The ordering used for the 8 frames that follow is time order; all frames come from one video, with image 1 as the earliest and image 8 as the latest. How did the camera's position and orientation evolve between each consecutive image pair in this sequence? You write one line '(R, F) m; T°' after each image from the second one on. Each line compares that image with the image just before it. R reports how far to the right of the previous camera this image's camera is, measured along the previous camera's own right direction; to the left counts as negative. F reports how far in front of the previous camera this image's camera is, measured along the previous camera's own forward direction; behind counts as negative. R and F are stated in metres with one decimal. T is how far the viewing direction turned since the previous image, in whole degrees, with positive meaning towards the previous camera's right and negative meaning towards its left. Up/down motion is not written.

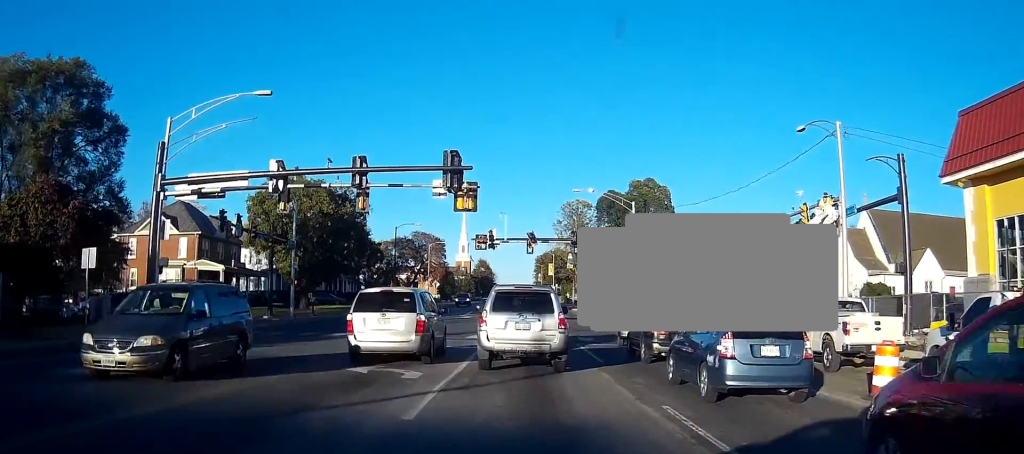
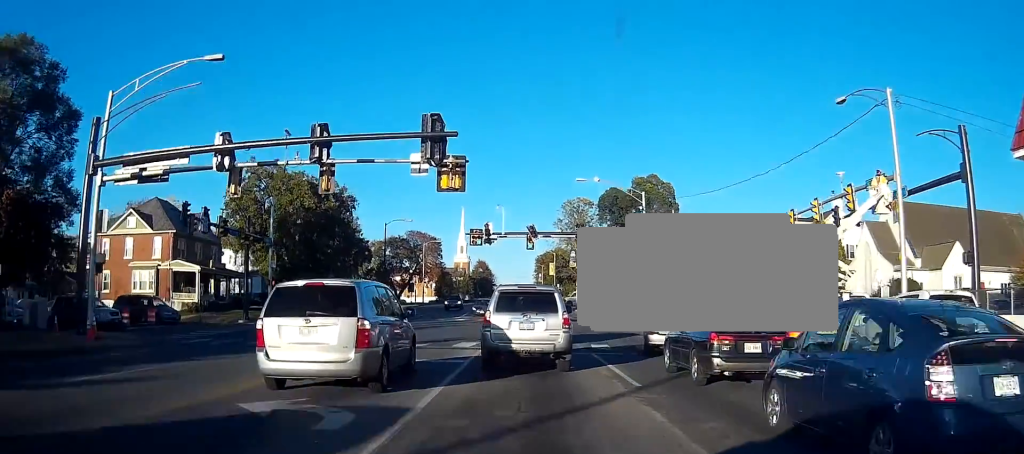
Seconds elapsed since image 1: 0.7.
(+0.1, +5.9) m; 0°
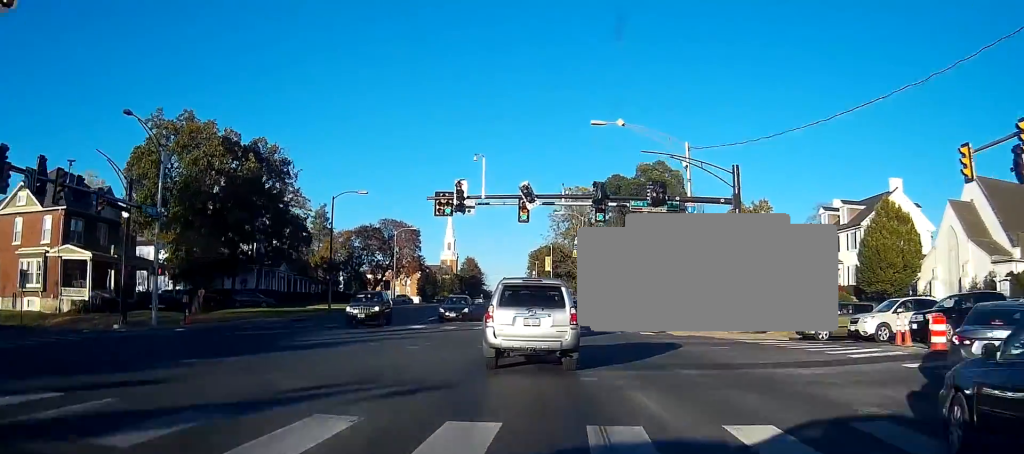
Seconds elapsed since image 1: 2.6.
(-0.1, +18.1) m; +1°
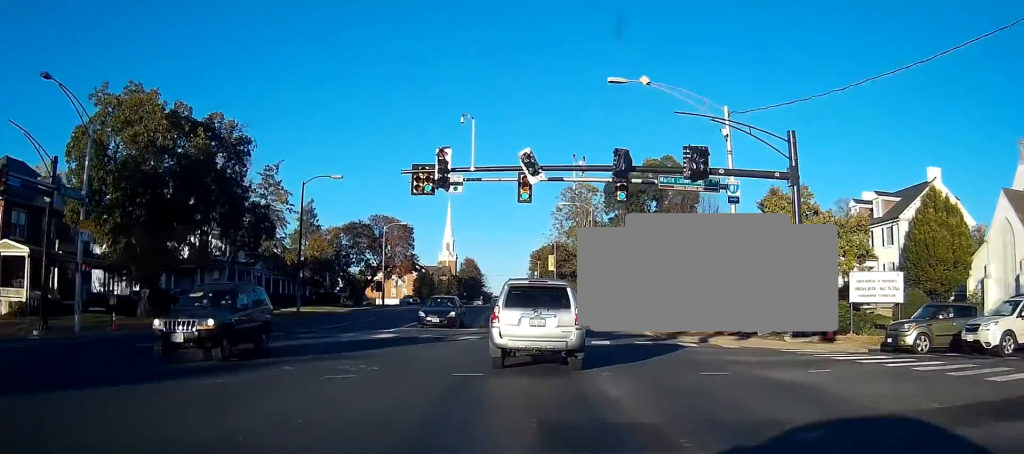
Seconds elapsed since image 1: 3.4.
(+0.1, +8.3) m; 0°
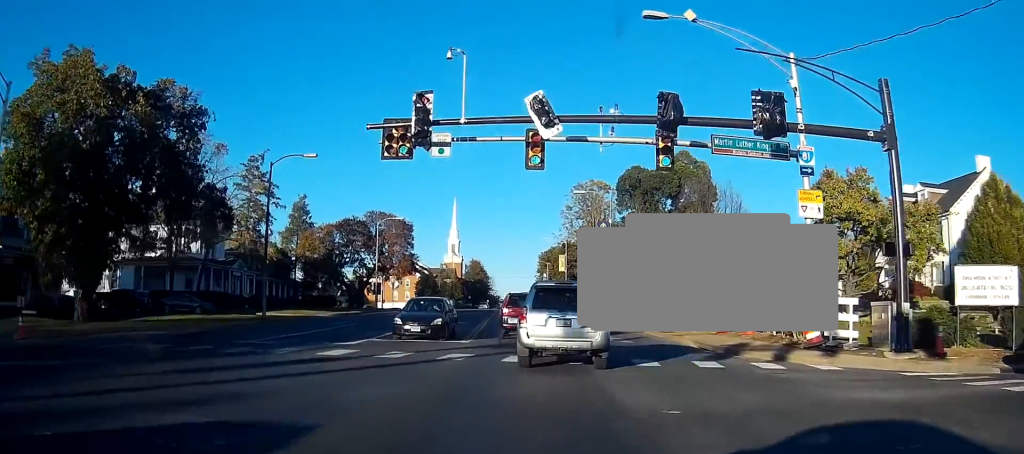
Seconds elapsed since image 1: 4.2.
(-0.1, +7.9) m; -1°
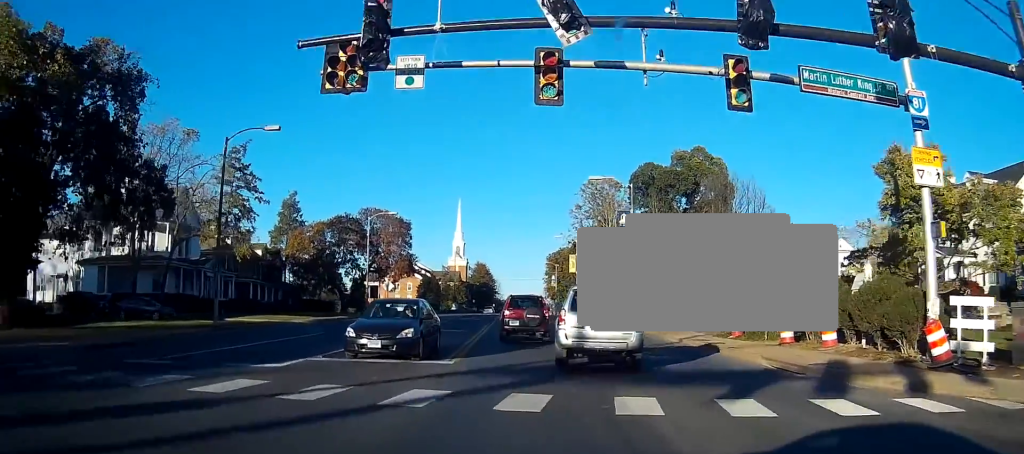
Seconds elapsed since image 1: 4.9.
(-0.1, +7.7) m; -1°
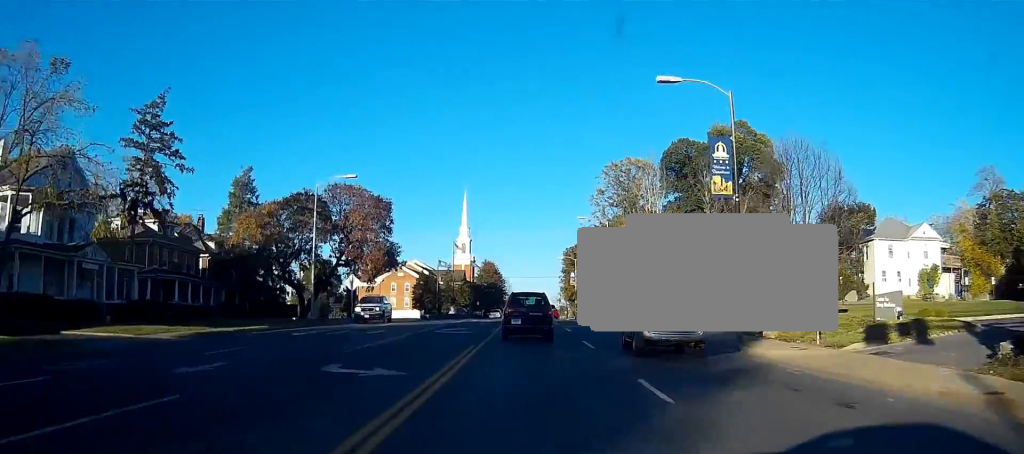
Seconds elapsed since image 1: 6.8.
(-0.4, +21.0) m; -1°
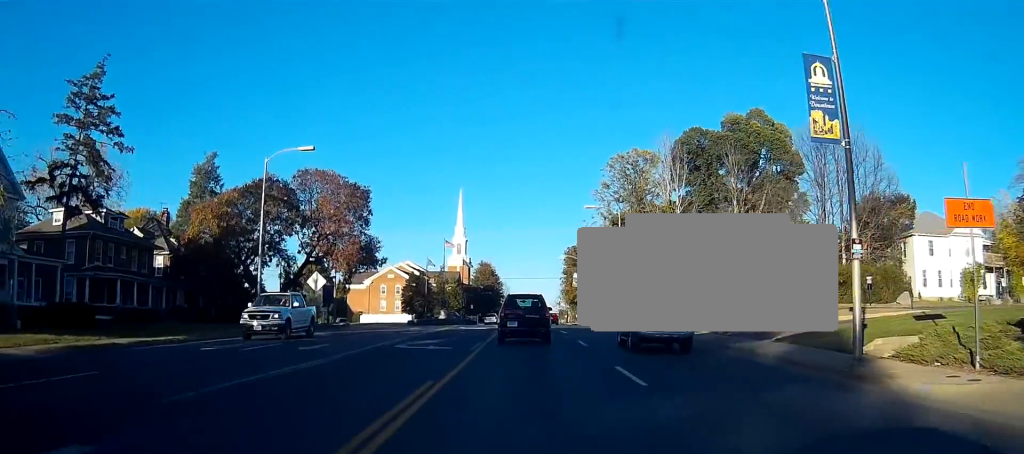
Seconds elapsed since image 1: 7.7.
(+0.1, +9.6) m; +1°
